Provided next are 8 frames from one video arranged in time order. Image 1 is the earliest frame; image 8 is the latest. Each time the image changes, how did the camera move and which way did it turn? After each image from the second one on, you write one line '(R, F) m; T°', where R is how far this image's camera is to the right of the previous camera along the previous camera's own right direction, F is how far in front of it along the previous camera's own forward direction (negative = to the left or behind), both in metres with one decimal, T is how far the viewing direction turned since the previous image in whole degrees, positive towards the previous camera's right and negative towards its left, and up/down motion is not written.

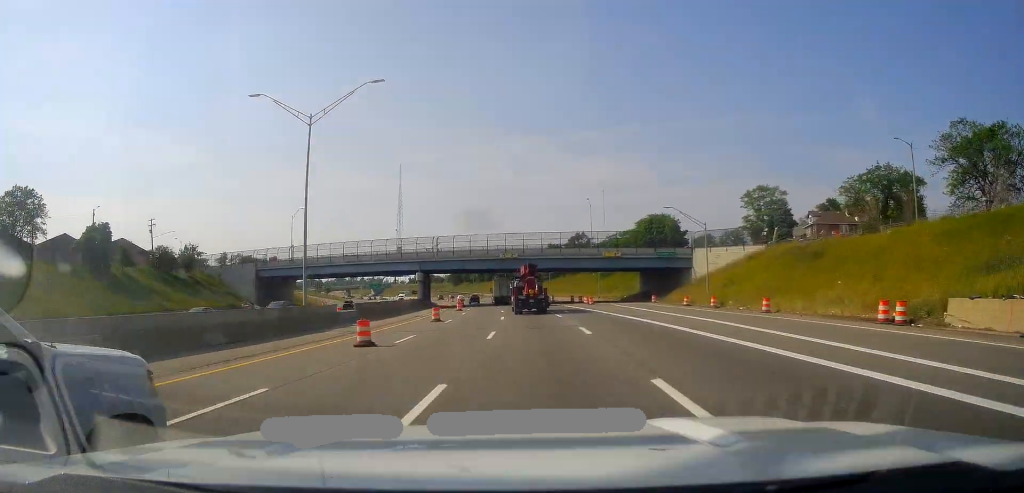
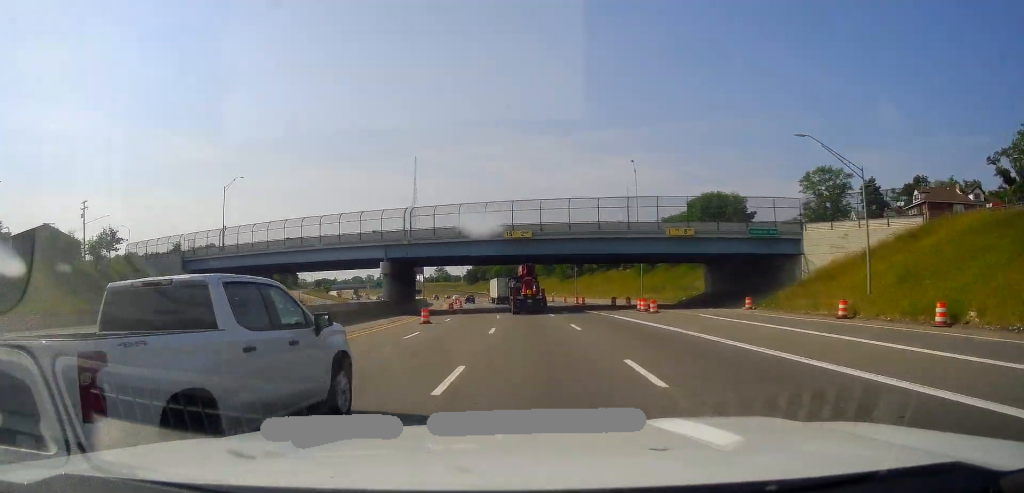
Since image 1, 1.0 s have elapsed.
(-0.6, +28.2) m; -1°
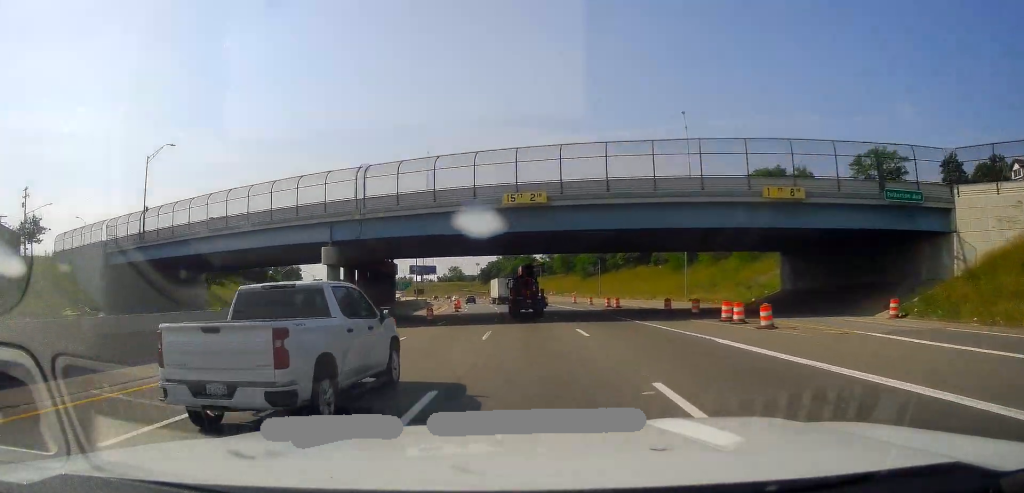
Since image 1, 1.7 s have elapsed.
(-0.1, +18.9) m; -1°
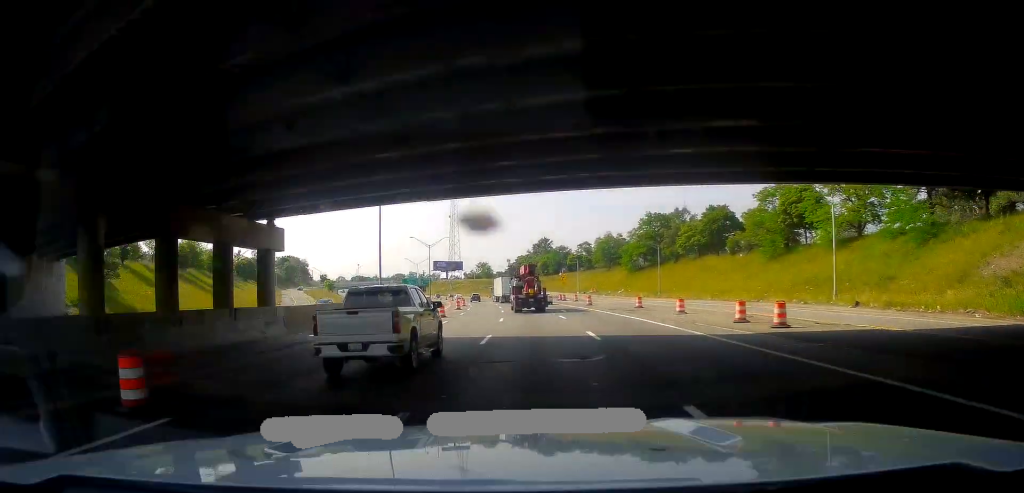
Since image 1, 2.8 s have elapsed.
(-0.9, +33.1) m; -3°
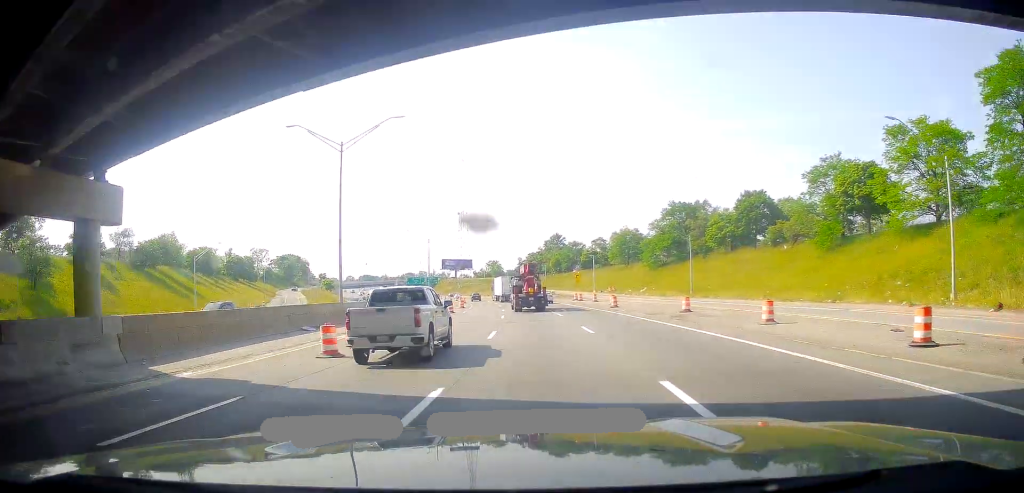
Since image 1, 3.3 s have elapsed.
(-0.2, +13.3) m; -1°
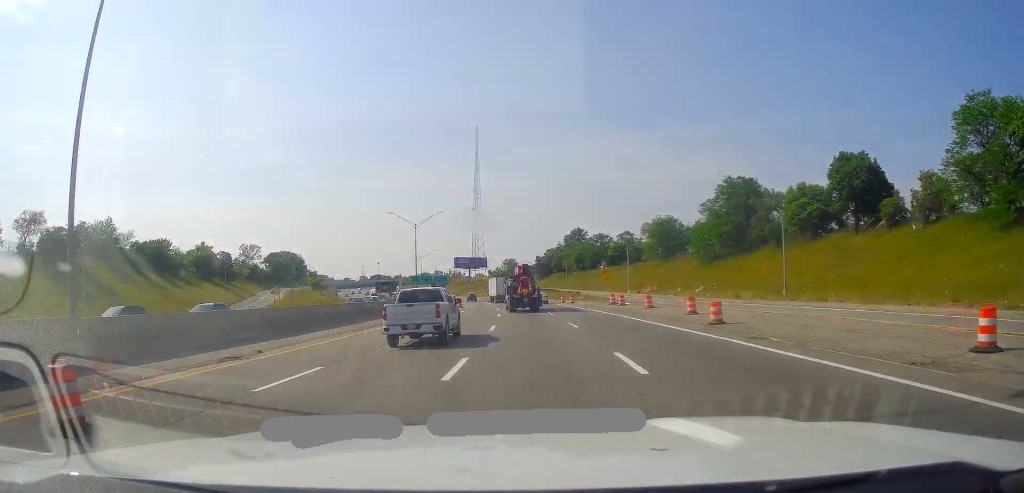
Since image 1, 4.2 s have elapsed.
(-0.2, +26.4) m; -3°
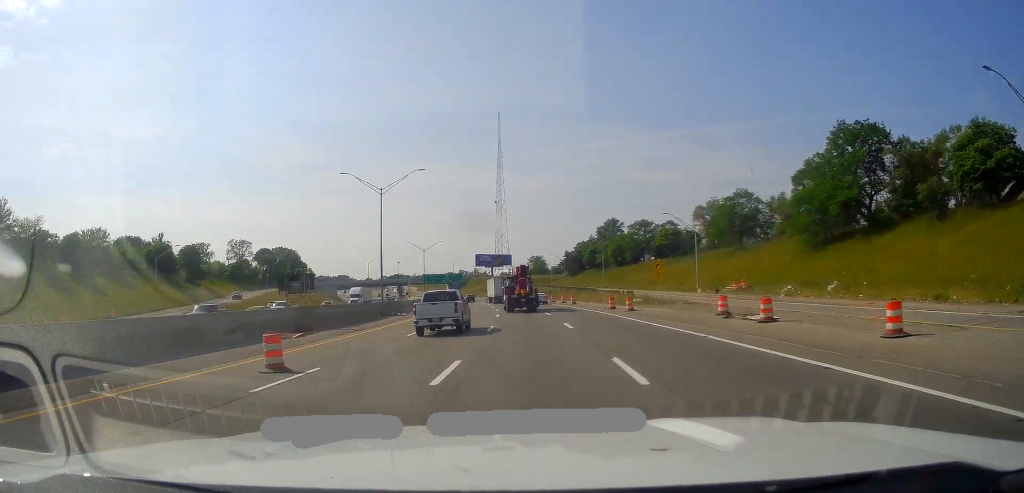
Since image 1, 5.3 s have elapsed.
(-1.2, +30.7) m; -3°
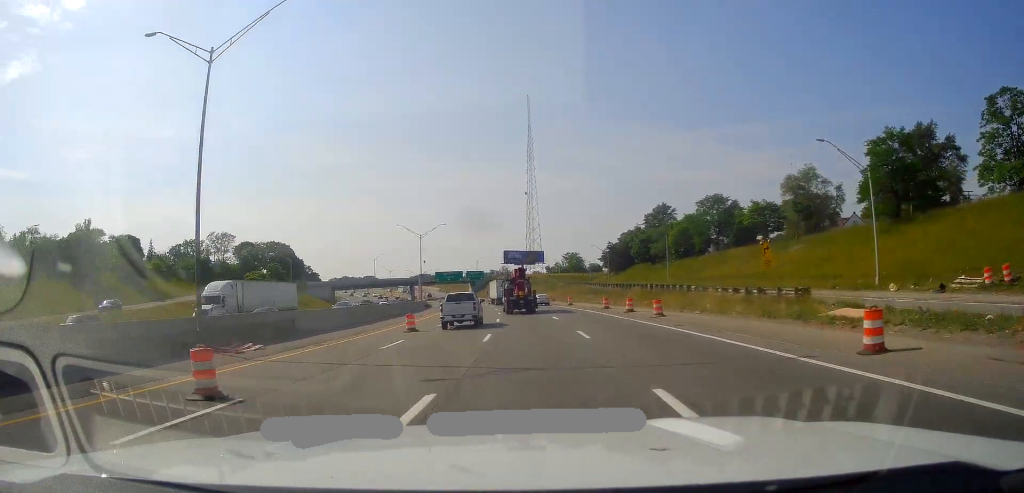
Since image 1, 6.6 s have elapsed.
(-0.6, +35.8) m; -3°
